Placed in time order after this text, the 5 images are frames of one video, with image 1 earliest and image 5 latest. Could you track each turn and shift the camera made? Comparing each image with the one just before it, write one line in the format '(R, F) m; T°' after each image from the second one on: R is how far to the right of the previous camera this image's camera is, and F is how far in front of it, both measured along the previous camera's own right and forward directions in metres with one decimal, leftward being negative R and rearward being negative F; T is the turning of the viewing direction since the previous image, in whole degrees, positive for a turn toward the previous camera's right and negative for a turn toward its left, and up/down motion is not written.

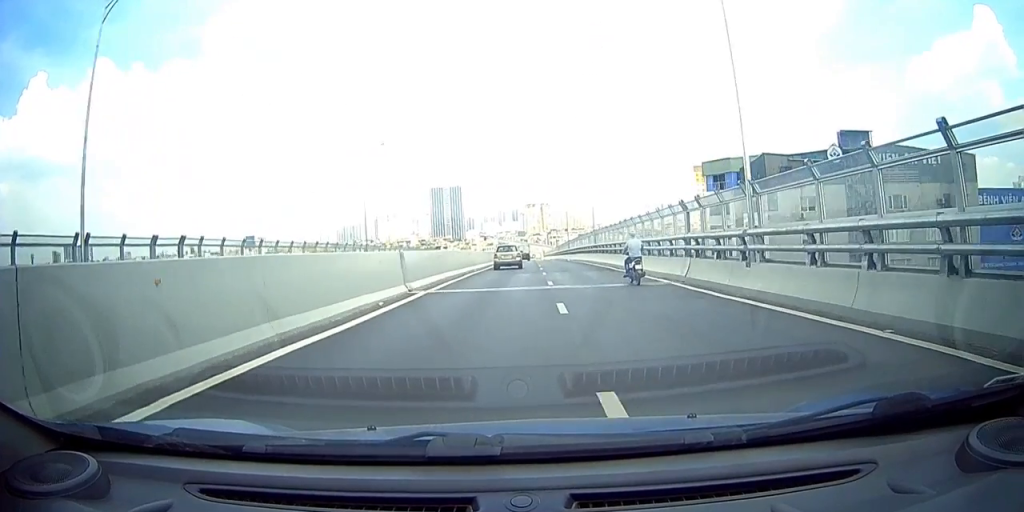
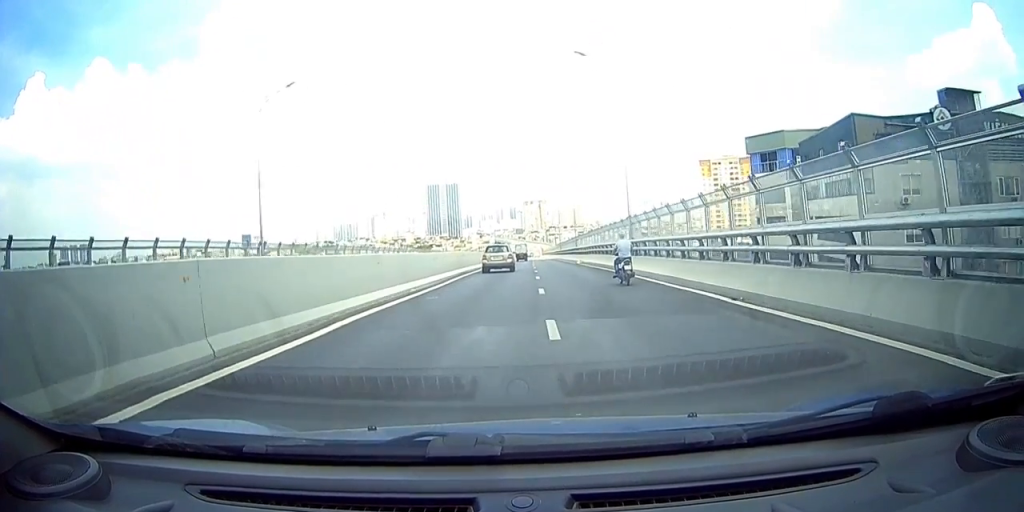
(0.0, +18.0) m; +1°
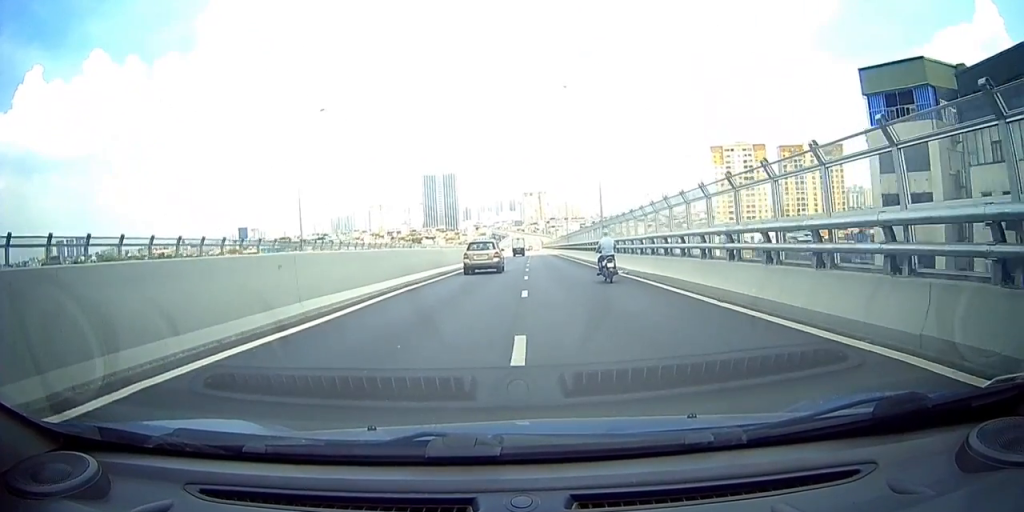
(0.0, +25.4) m; -1°
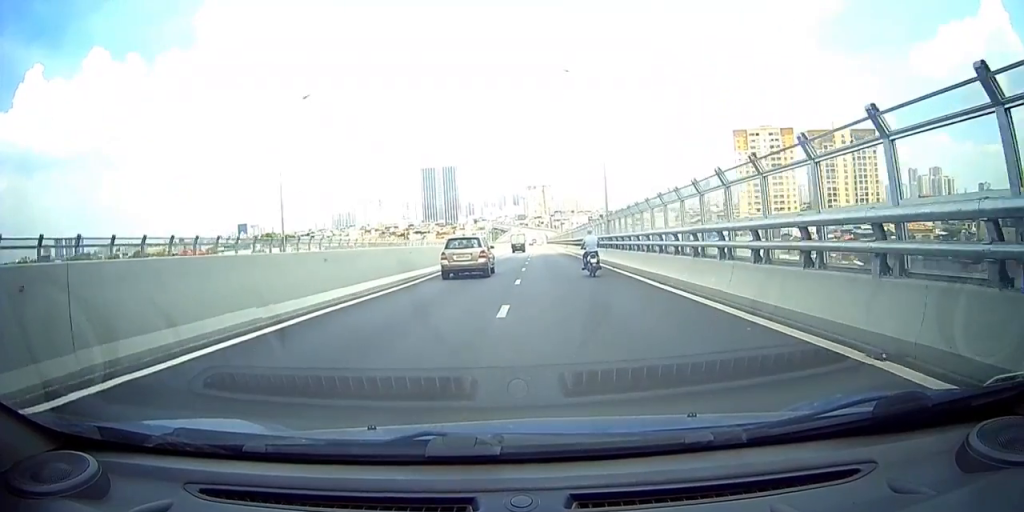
(+0.2, +35.6) m; 0°
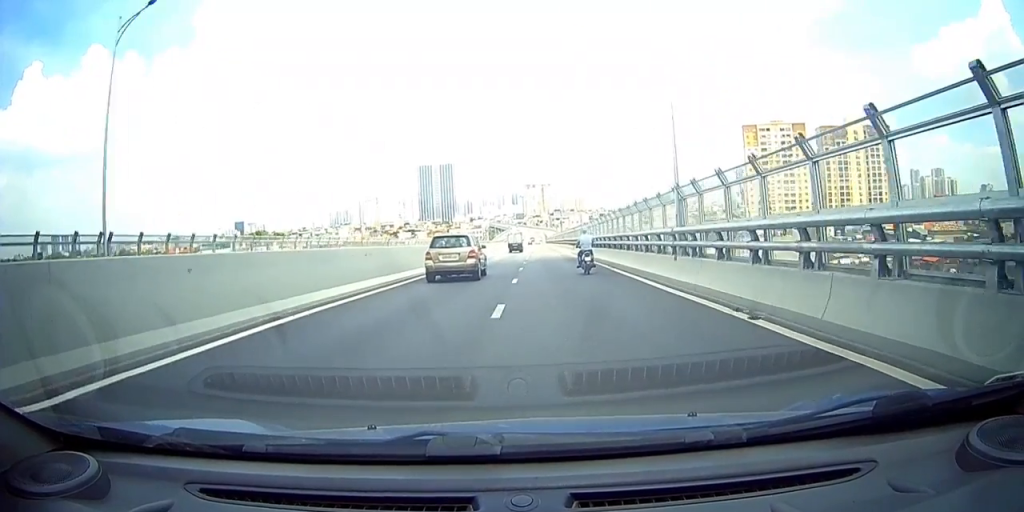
(0.0, +15.7) m; 0°
